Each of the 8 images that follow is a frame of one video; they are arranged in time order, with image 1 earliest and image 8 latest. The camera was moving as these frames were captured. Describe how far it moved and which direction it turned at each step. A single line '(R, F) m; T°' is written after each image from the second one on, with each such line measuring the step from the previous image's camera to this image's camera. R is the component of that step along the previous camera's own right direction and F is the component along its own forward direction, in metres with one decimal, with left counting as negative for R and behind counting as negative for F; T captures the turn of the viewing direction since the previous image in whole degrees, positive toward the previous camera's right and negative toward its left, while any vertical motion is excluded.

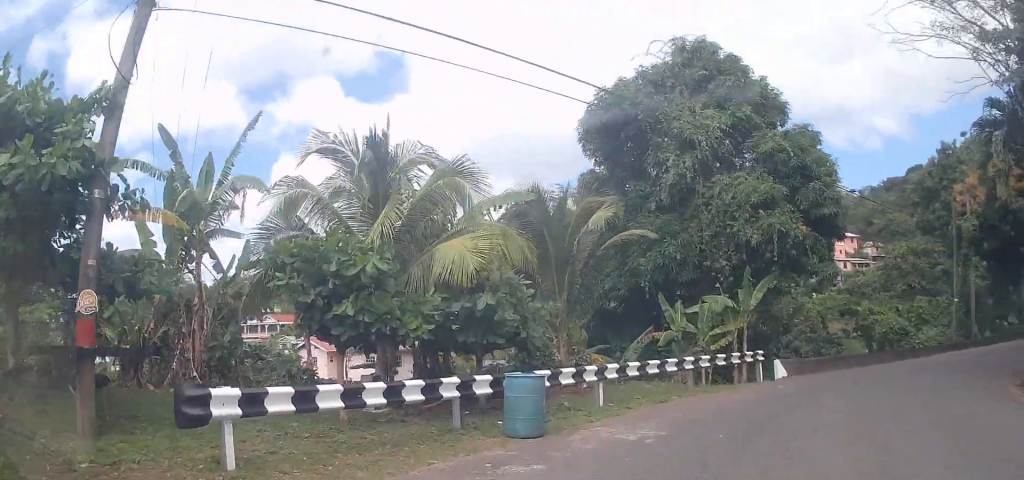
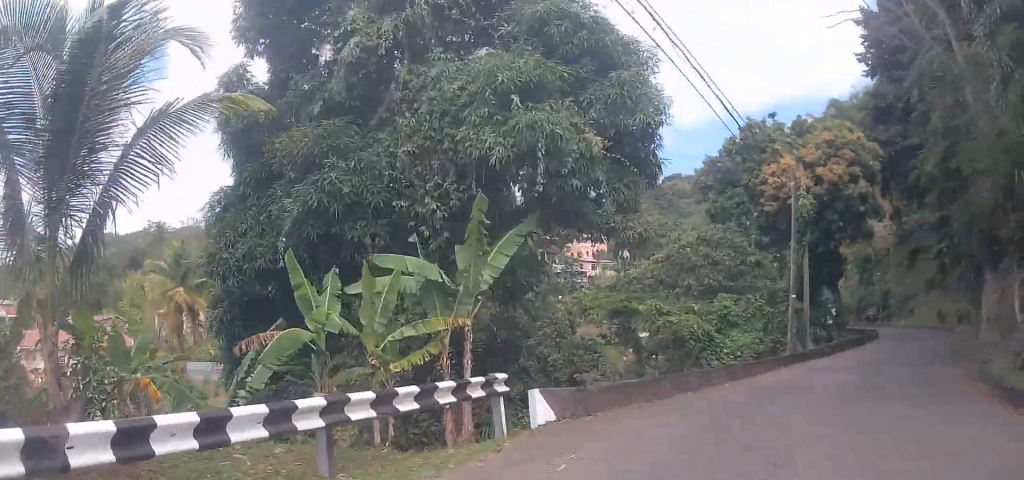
(+2.7, +8.8) m; +27°
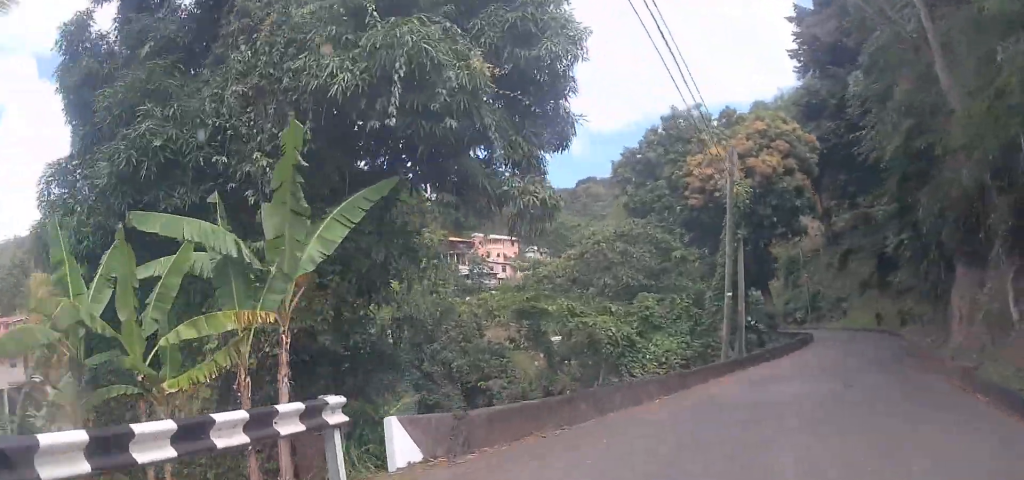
(+0.4, +3.0) m; +5°
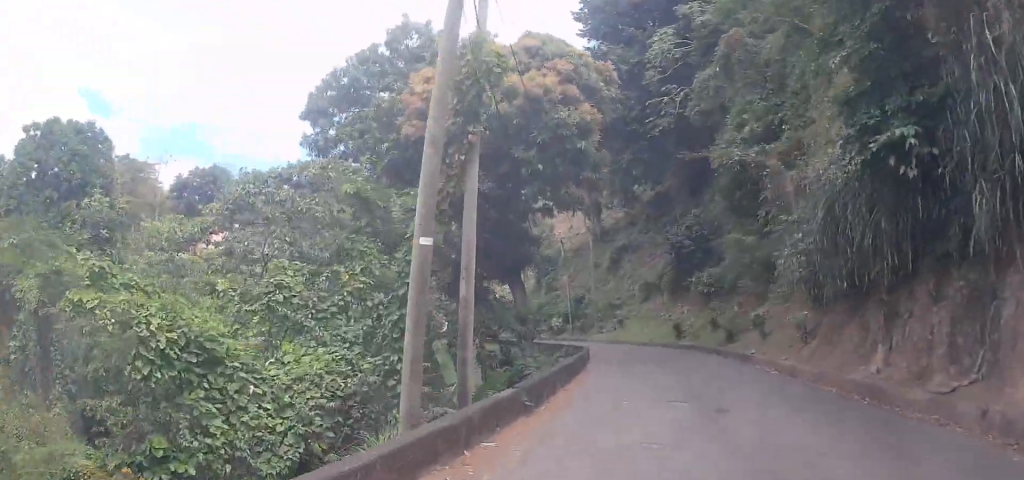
(+1.0, +12.1) m; +11°
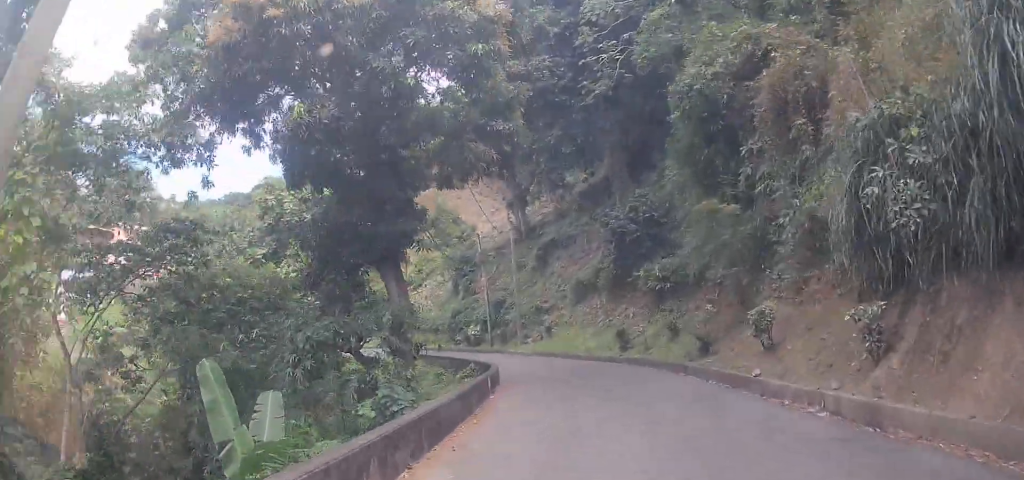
(+0.6, +7.1) m; +9°
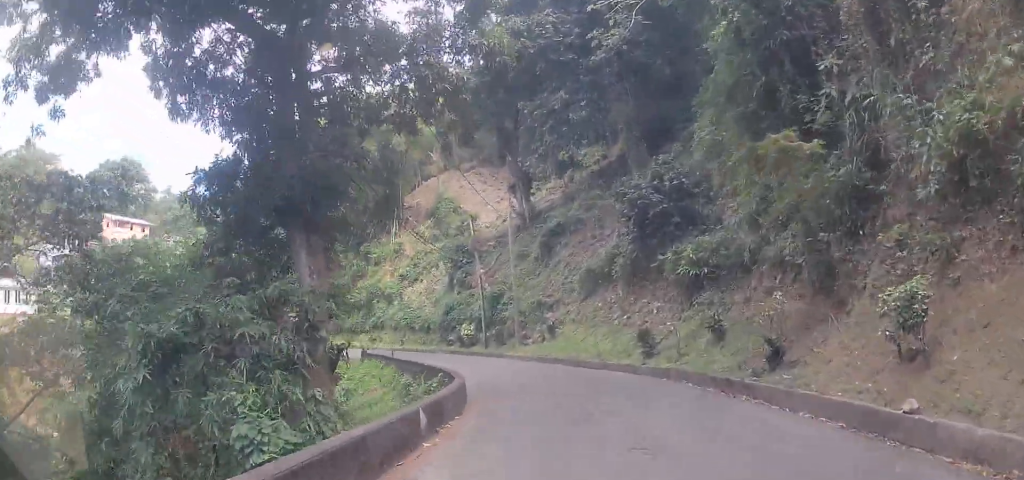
(+0.4, +5.4) m; +3°
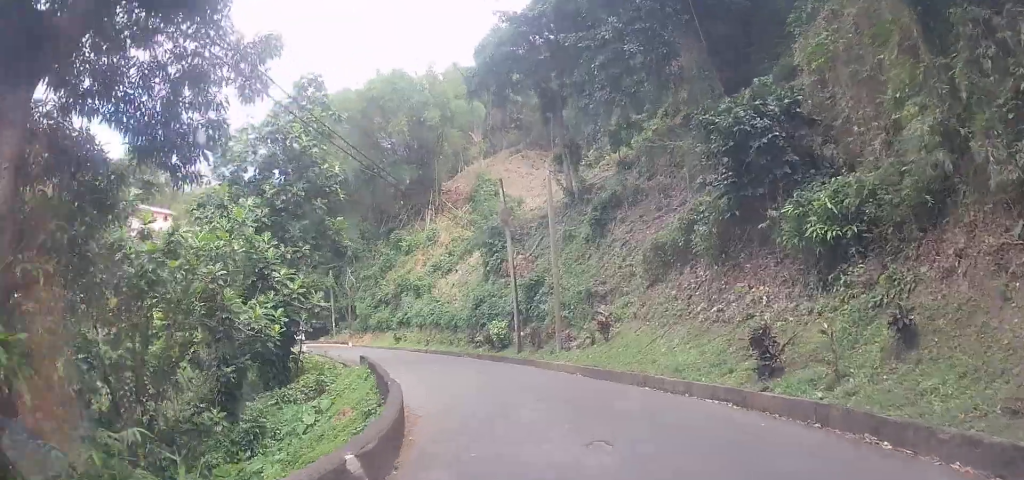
(-0.1, +7.2) m; -5°
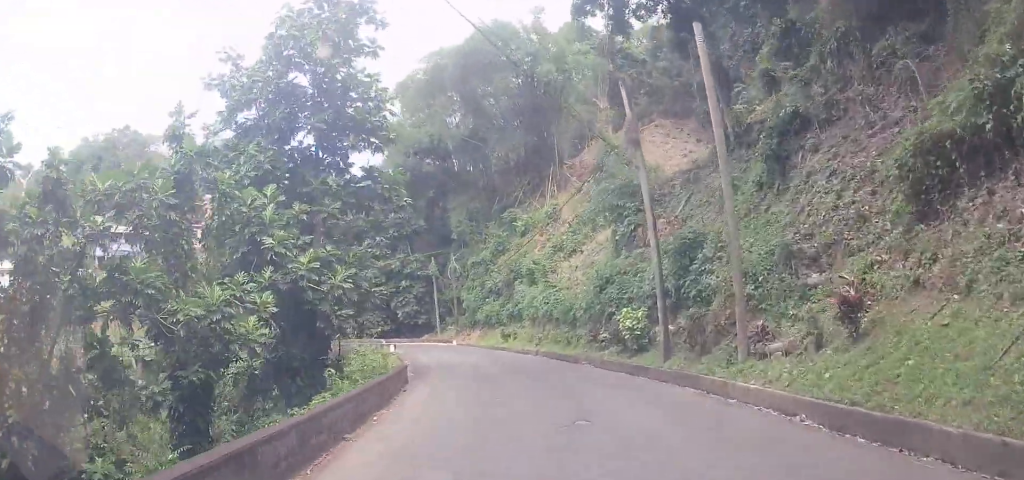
(-0.7, +10.6) m; -6°
